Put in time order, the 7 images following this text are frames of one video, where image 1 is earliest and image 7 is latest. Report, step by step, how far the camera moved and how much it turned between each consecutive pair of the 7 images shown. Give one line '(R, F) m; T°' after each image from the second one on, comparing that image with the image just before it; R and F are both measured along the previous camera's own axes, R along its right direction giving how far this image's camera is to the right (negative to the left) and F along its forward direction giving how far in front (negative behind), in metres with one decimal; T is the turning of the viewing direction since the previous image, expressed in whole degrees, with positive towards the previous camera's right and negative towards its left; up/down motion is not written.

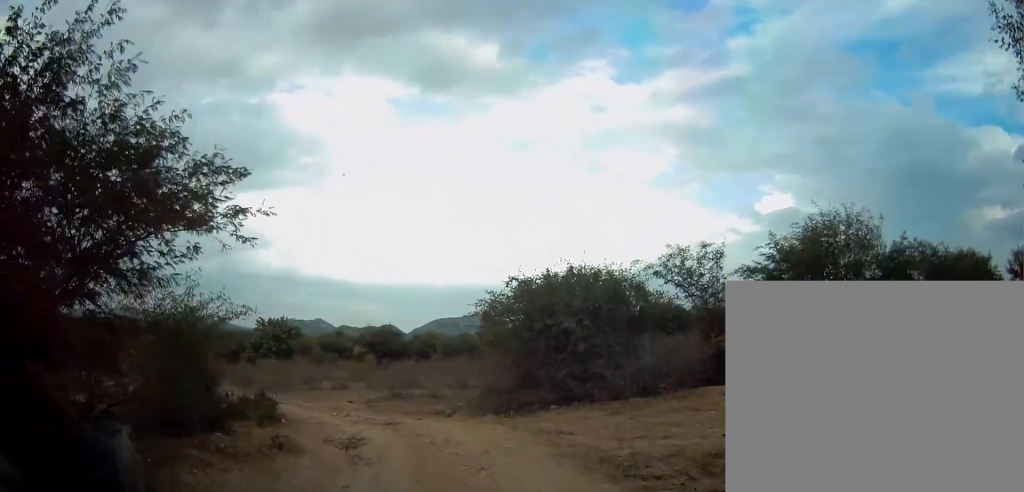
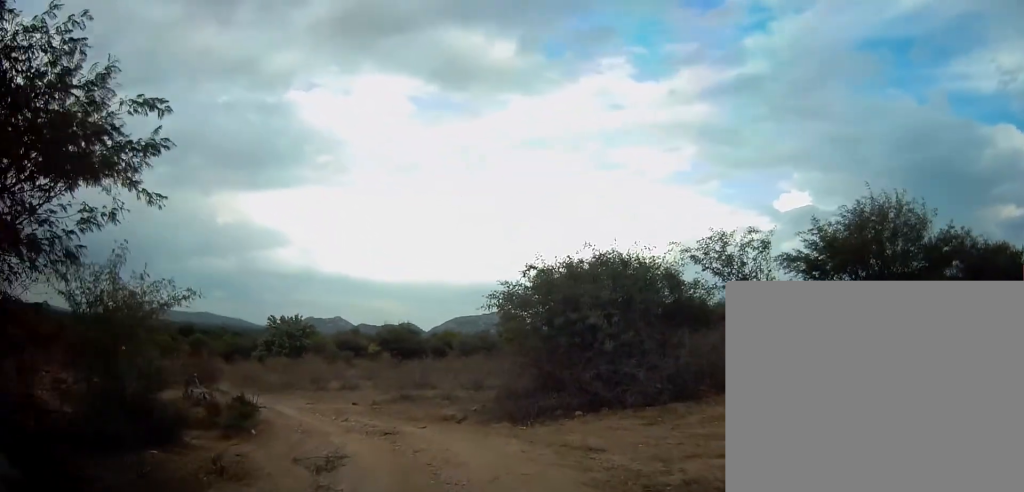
(-0.2, +1.9) m; -6°
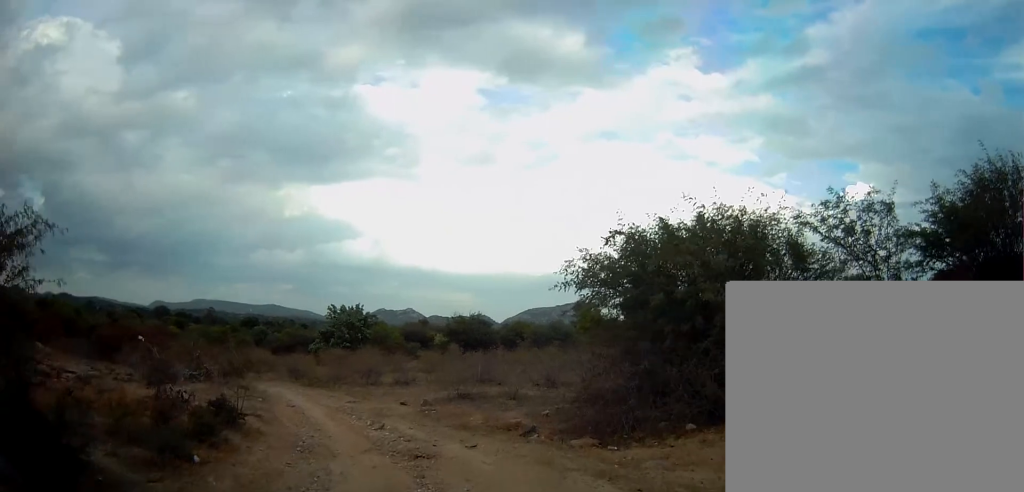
(-0.2, +3.5) m; -8°
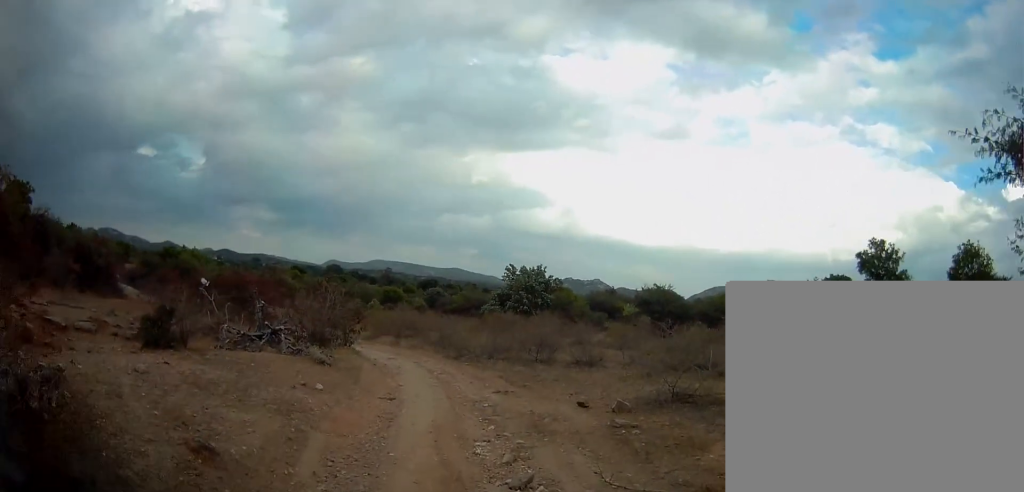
(-1.5, +6.9) m; -19°
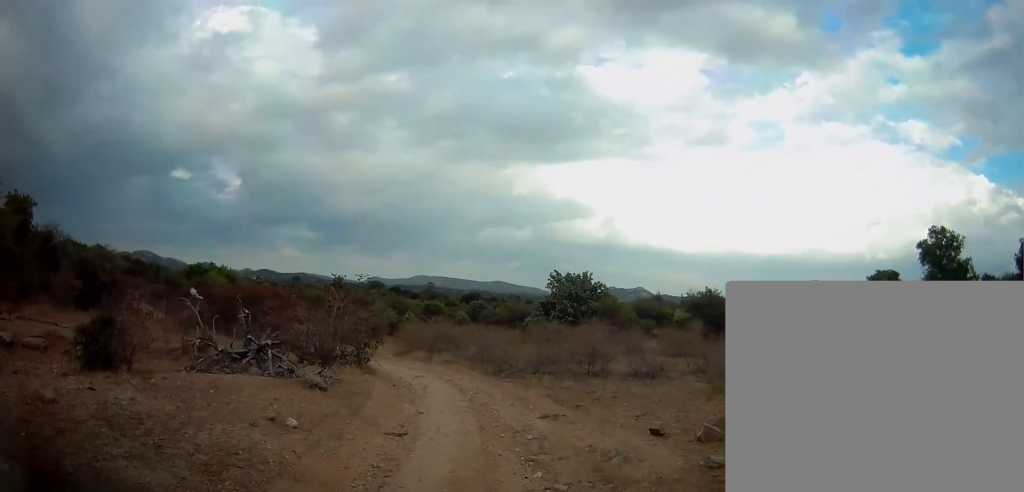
(0.0, +2.6) m; -2°
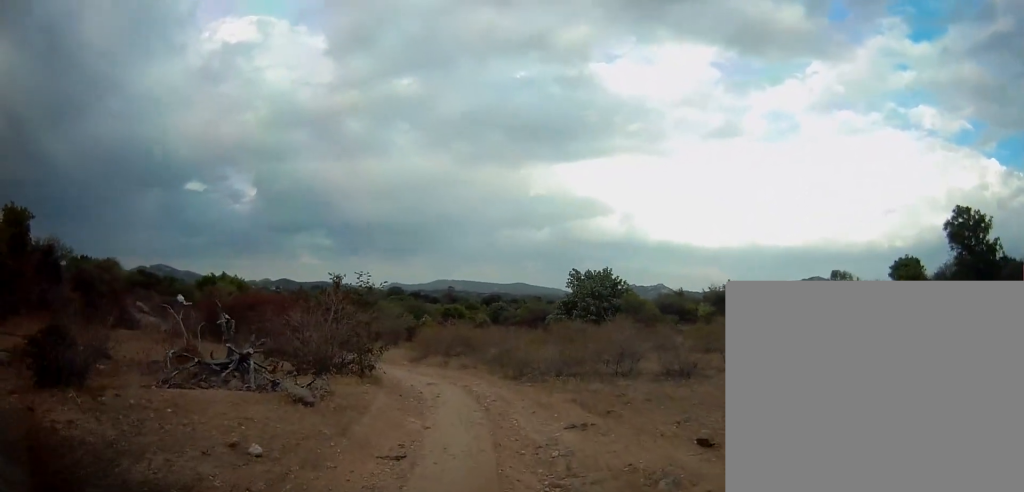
(0.0, +1.4) m; -1°
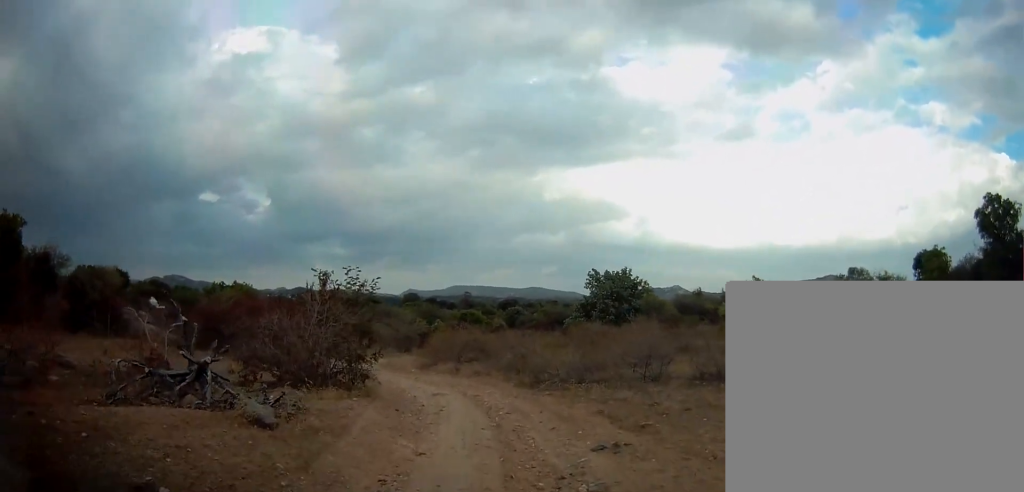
(-0.2, +1.8) m; 0°
